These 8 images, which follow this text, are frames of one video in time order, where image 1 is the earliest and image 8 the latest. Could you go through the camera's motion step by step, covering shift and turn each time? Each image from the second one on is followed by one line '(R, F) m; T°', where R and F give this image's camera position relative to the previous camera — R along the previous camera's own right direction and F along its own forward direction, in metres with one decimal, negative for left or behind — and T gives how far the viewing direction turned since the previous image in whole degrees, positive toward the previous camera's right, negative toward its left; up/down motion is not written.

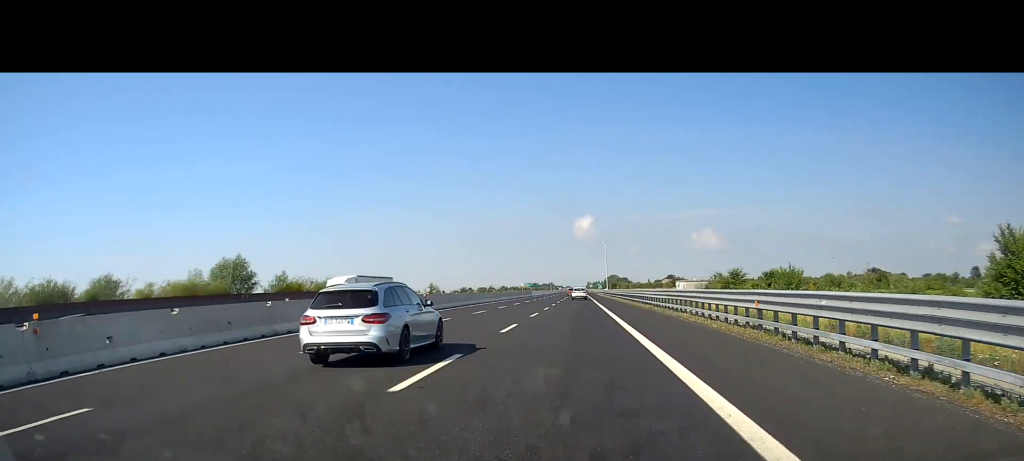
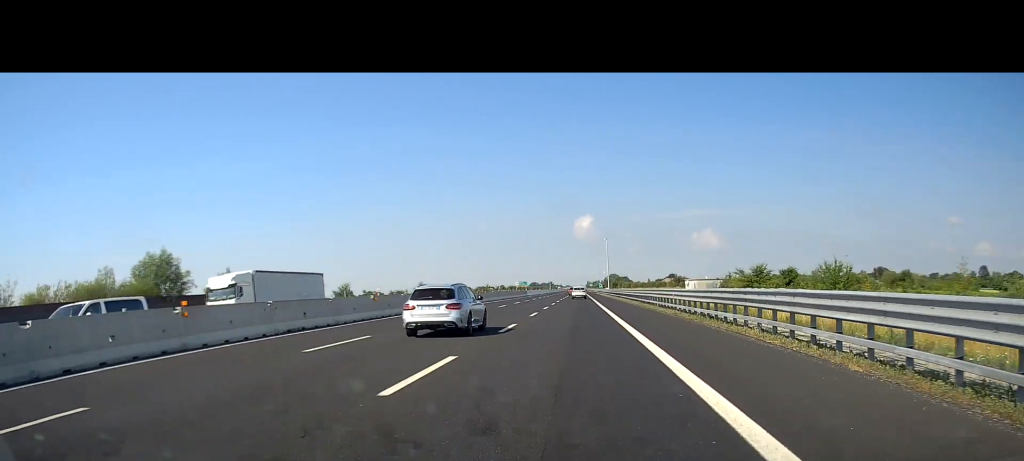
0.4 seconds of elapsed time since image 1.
(-0.2, +11.5) m; 0°
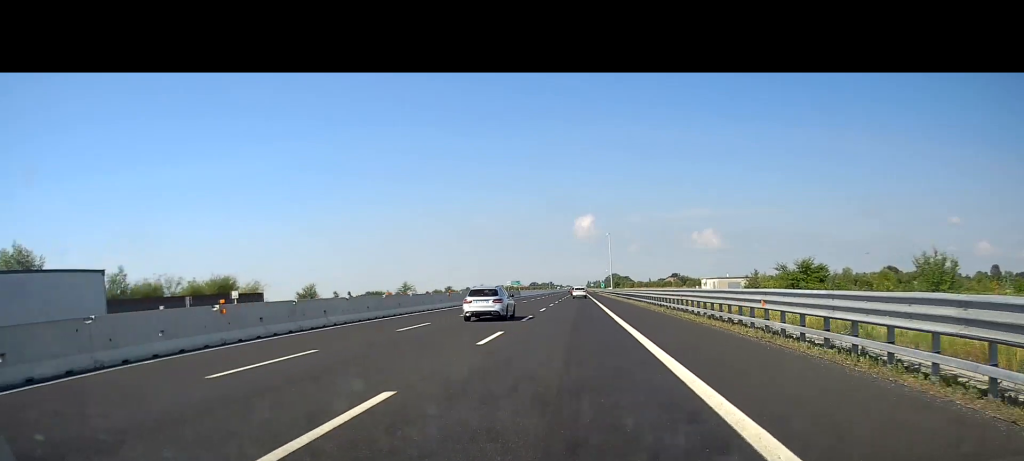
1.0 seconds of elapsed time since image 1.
(+0.3, +15.9) m; +1°
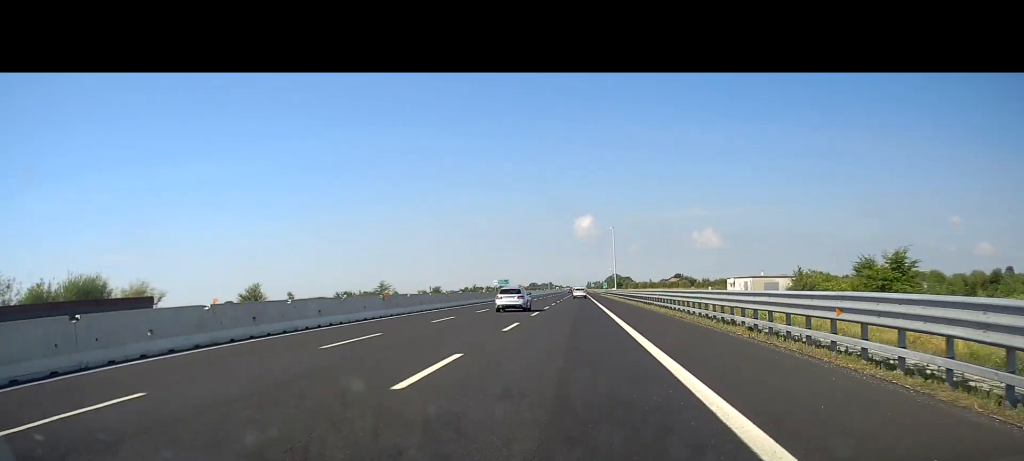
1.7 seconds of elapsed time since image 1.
(+0.1, +18.5) m; +1°
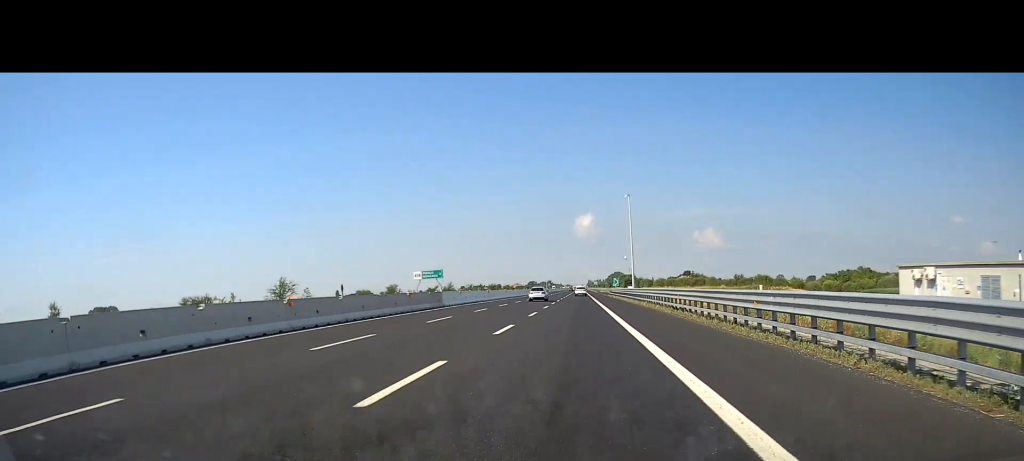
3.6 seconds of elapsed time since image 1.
(+0.3, +48.0) m; 0°
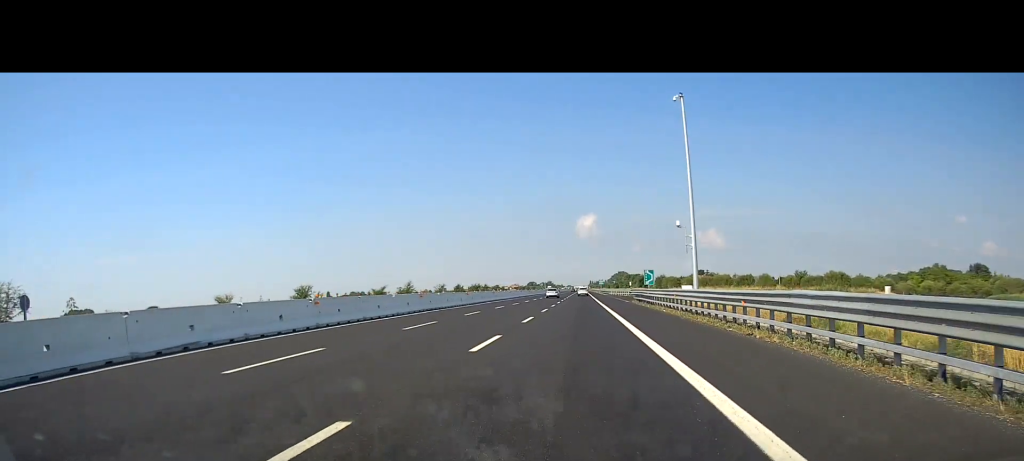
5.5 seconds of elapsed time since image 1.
(-0.5, +51.3) m; 0°
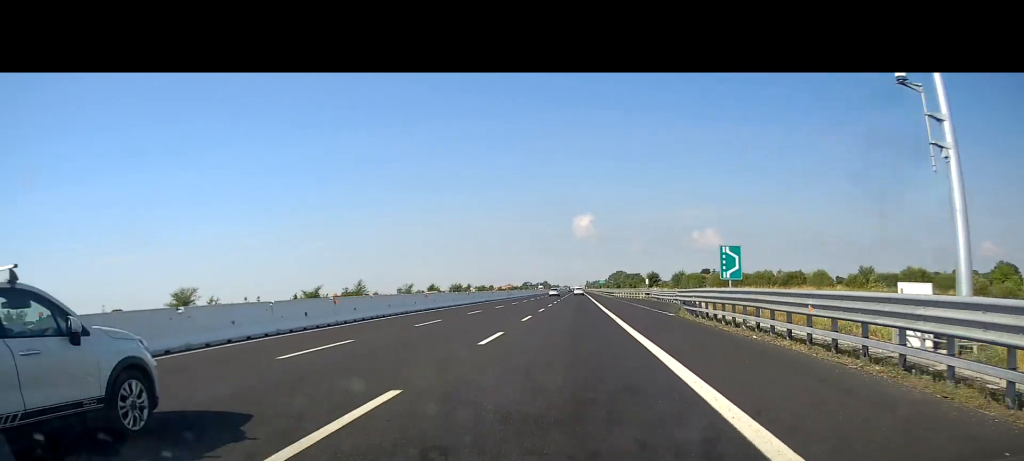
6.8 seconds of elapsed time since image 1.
(+0.2, +33.2) m; 0°
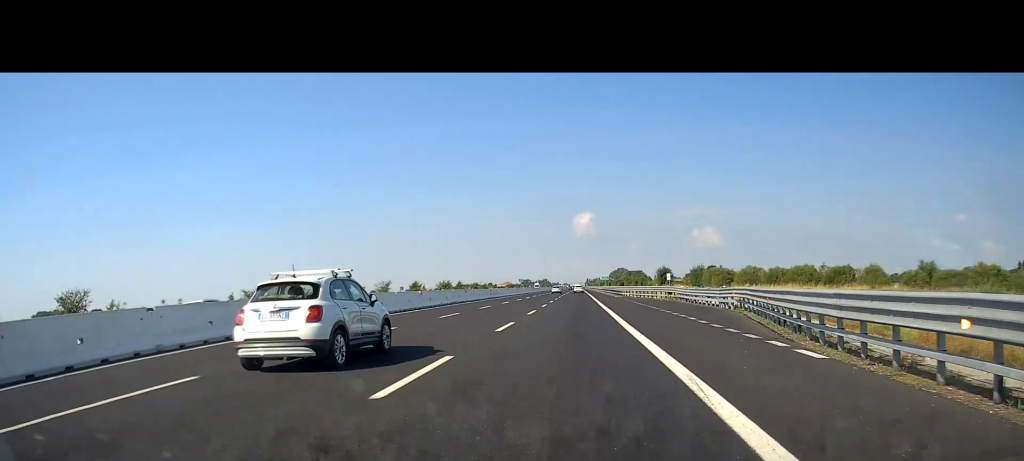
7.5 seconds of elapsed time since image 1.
(-0.2, +19.3) m; -1°
